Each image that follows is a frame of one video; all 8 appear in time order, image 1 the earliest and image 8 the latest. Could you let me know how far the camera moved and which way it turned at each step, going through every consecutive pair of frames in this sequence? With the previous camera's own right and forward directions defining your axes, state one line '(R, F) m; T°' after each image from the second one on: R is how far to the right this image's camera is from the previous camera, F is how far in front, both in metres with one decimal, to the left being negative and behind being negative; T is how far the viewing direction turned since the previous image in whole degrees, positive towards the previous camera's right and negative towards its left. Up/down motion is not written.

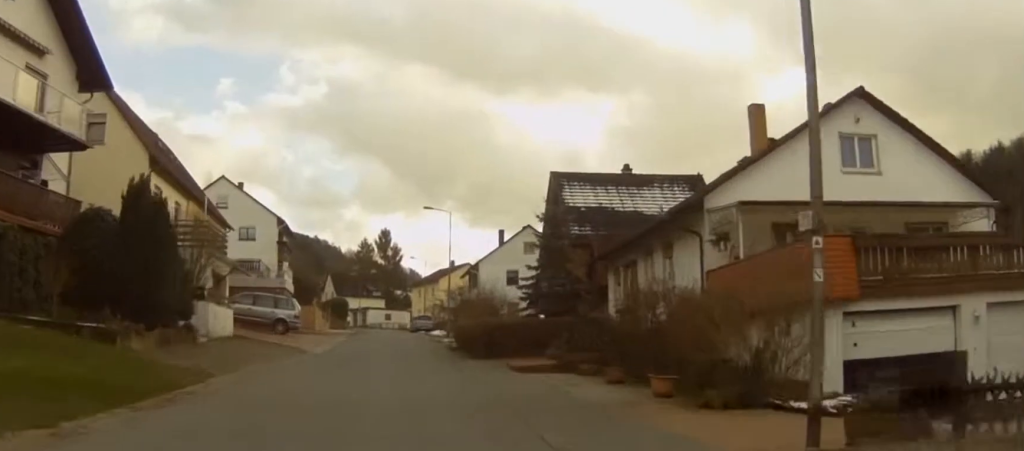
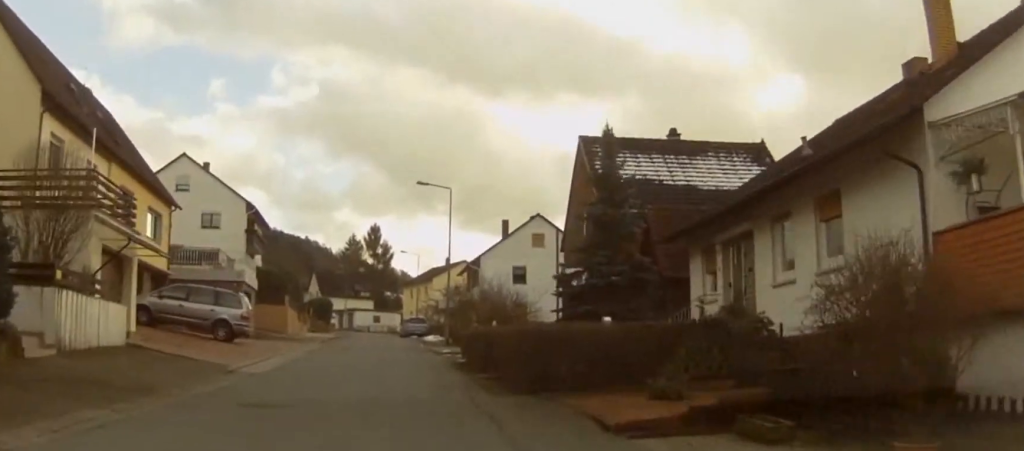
(-0.3, +12.4) m; -4°
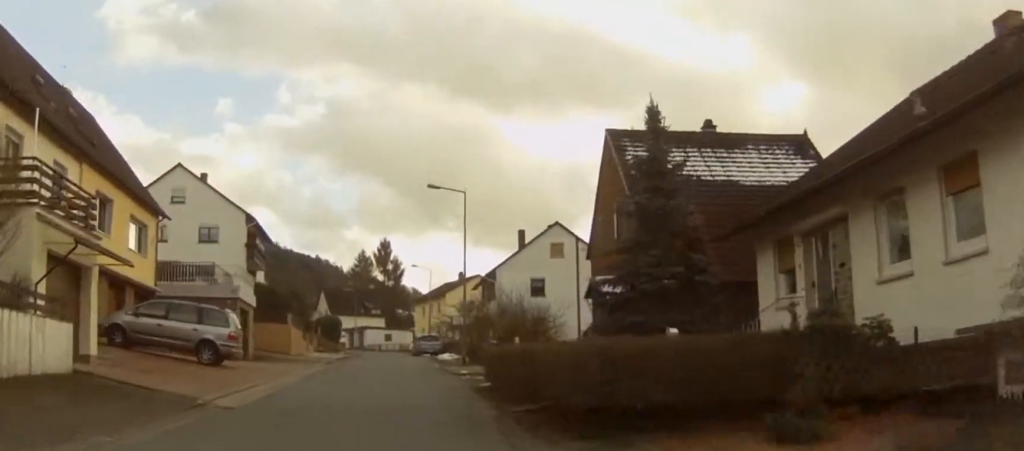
(0.0, +4.5) m; -2°
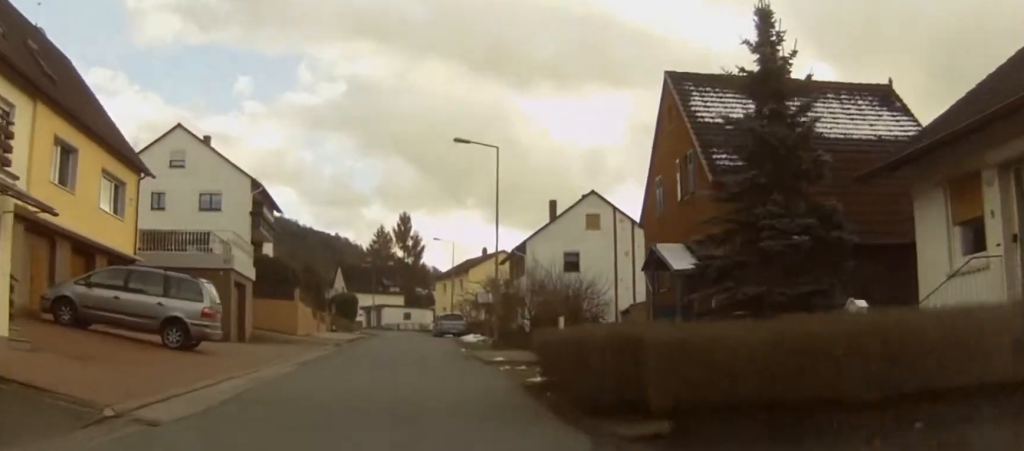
(-0.2, +5.8) m; -2°
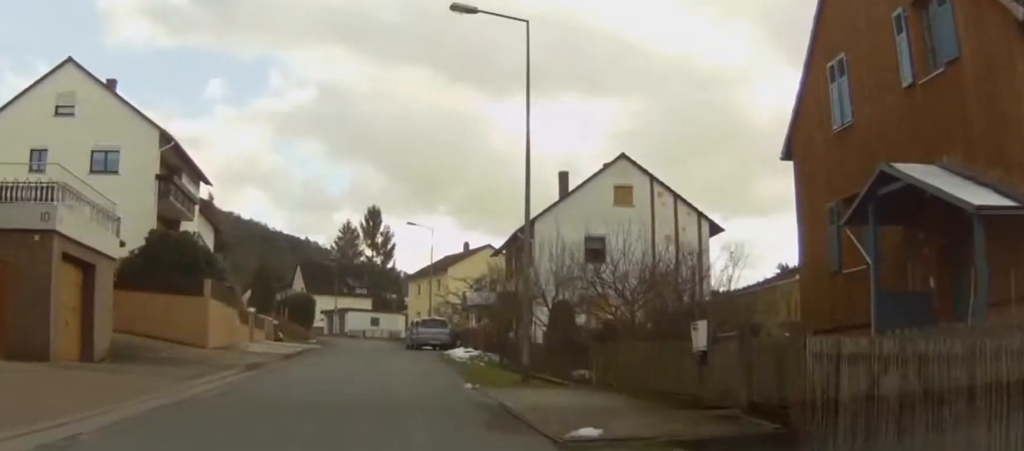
(-0.6, +17.5) m; -4°
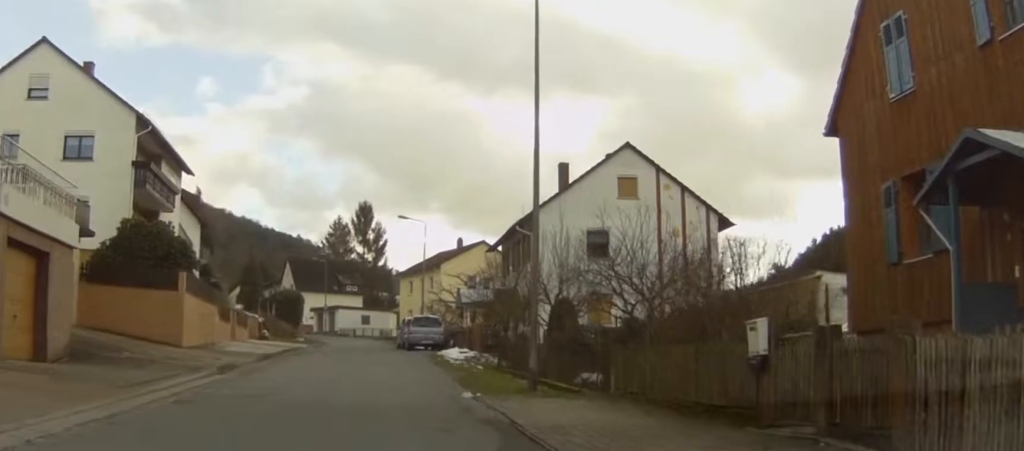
(0.0, +3.5) m; +2°
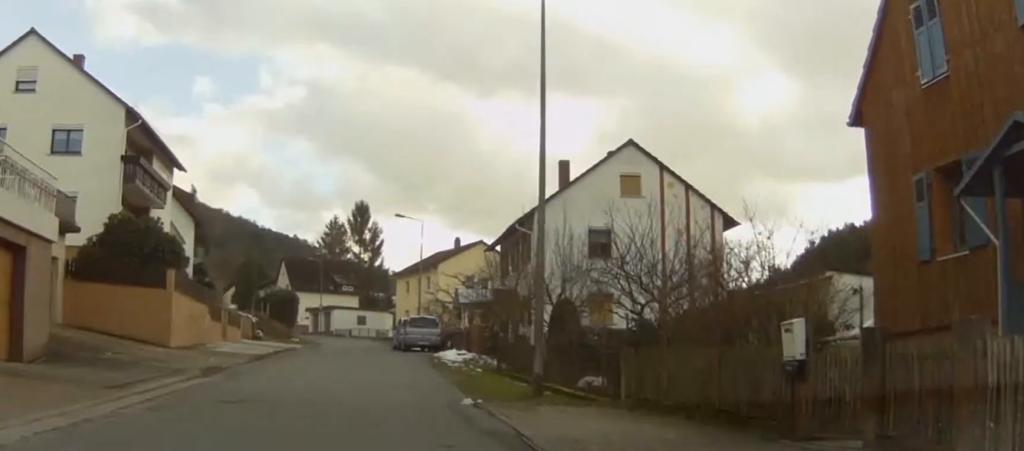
(0.0, +2.0) m; +2°
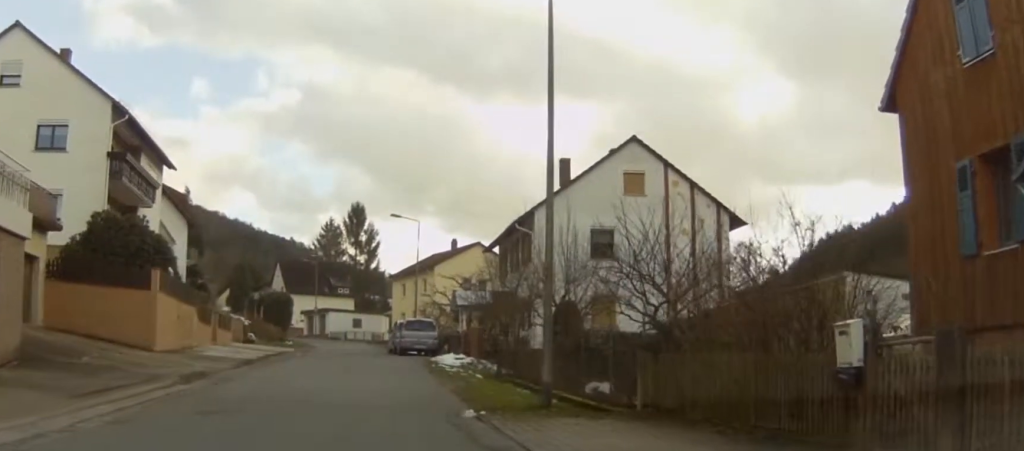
(+0.2, +2.0) m; +3°
